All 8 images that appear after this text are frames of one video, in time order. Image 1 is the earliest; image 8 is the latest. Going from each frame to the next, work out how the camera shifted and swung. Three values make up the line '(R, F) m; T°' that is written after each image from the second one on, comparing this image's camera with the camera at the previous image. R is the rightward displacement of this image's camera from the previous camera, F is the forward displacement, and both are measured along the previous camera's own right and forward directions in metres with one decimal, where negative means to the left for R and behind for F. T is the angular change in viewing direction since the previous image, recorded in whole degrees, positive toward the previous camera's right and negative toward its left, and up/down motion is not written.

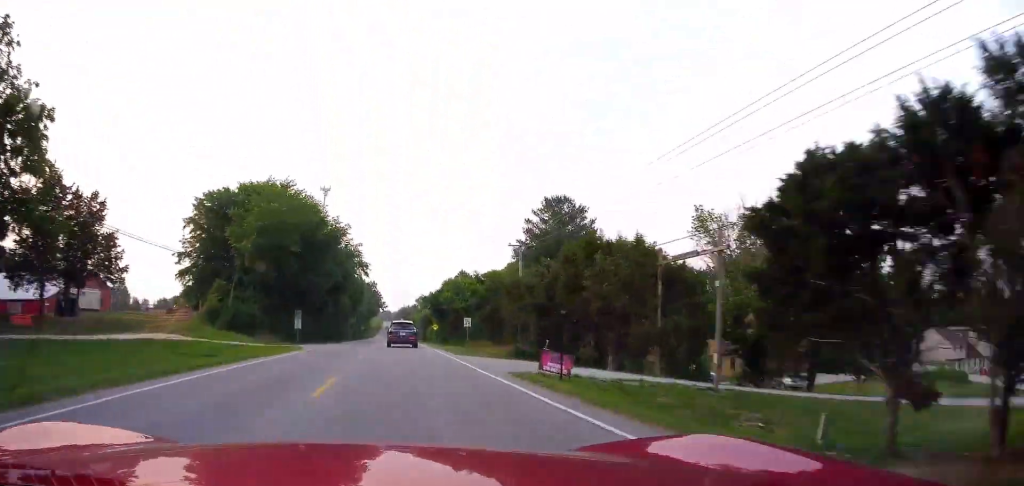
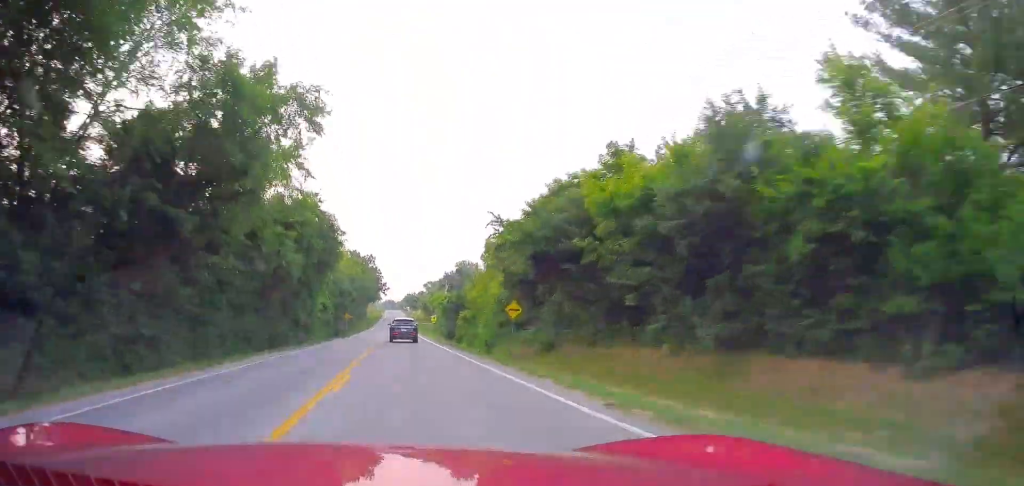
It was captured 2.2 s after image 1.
(-0.3, +59.8) m; 0°
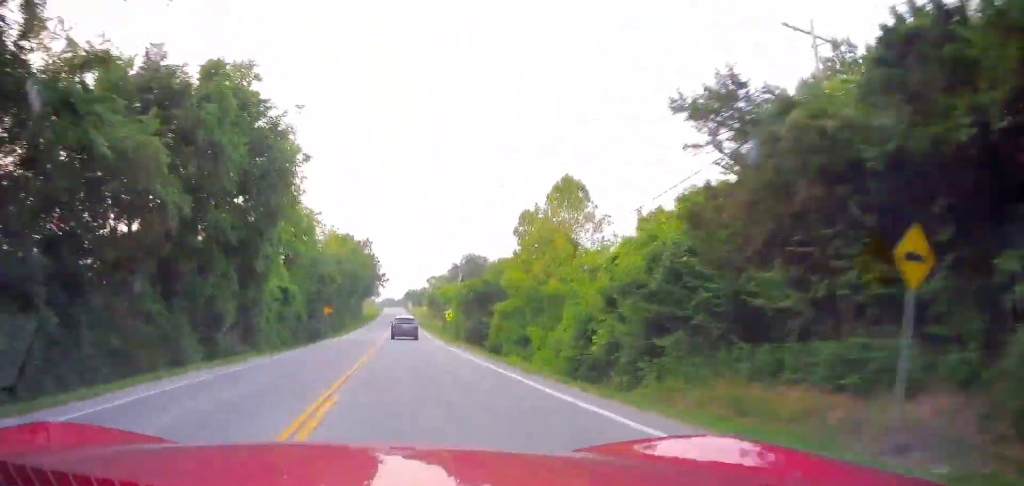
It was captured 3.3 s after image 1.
(0.0, +28.8) m; 0°
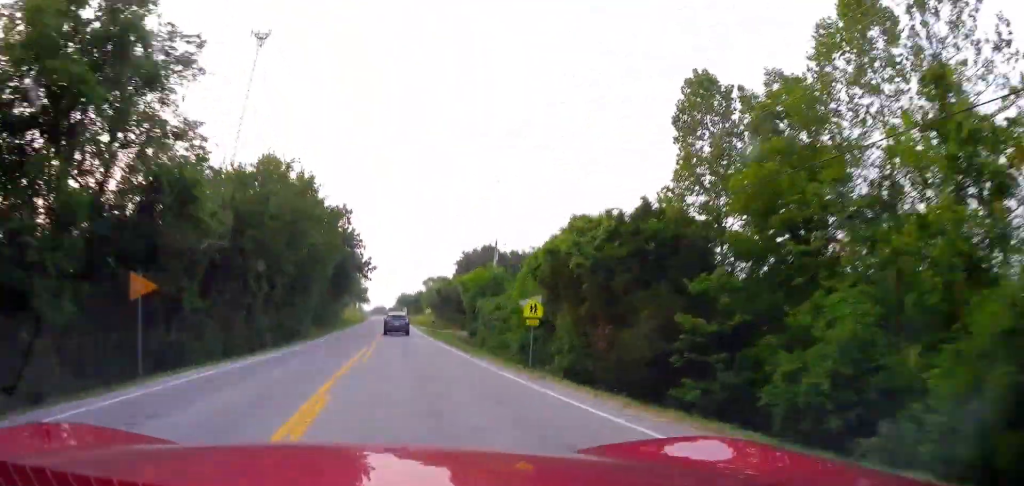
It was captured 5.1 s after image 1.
(0.0, +48.6) m; +1°
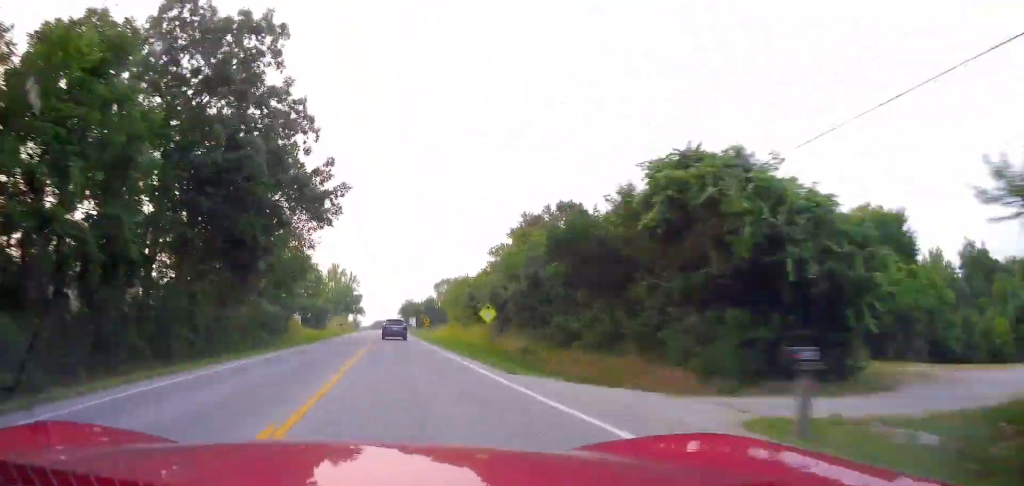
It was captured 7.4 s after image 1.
(+0.8, +63.7) m; 0°
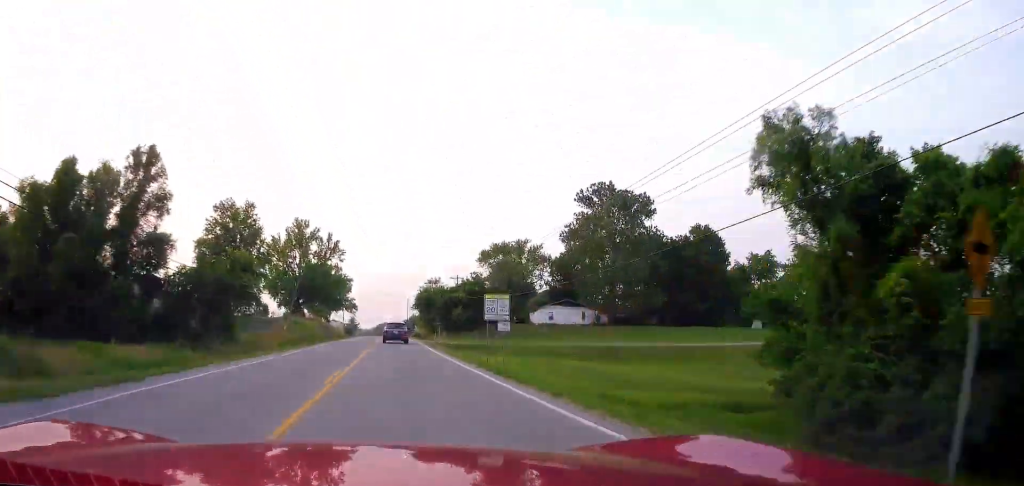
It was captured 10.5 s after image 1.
(-1.2, +87.4) m; -1°
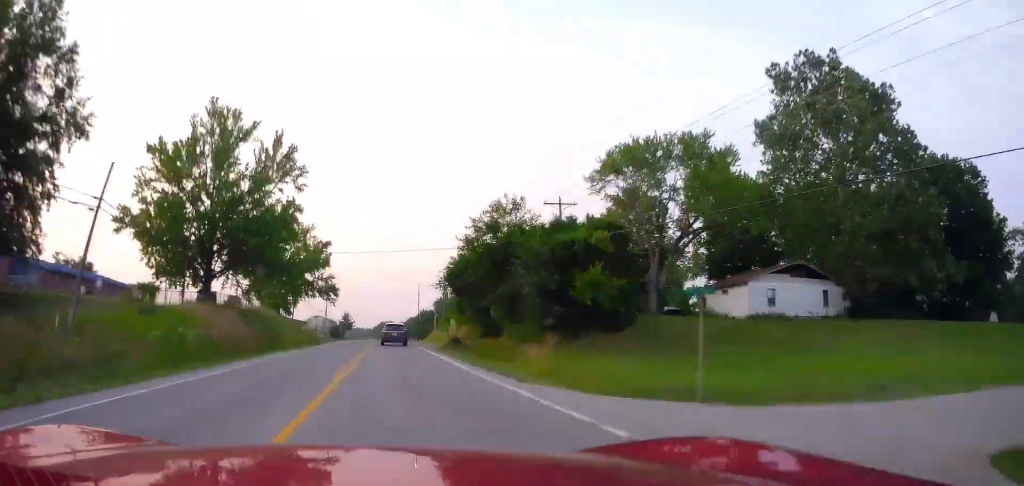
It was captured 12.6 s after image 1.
(-0.6, +57.9) m; 0°
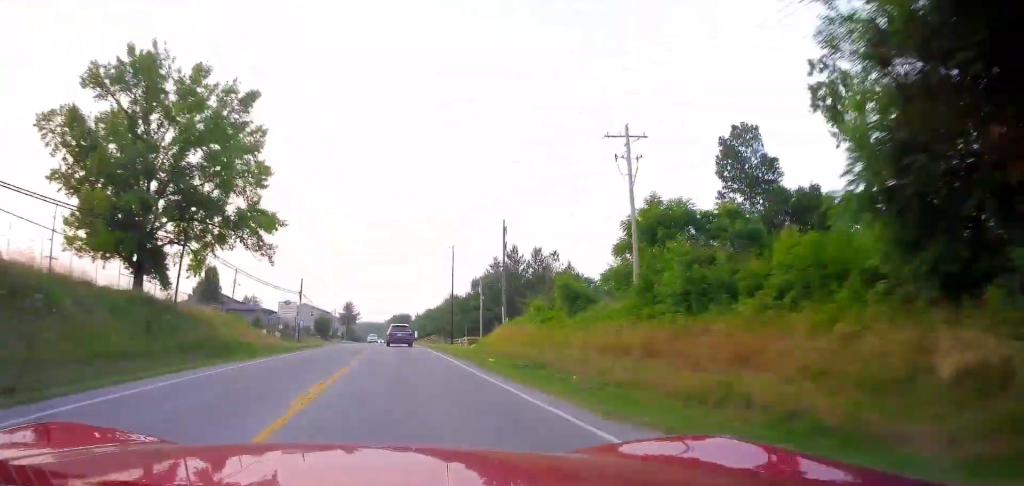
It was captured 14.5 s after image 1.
(+0.4, +53.8) m; 0°
